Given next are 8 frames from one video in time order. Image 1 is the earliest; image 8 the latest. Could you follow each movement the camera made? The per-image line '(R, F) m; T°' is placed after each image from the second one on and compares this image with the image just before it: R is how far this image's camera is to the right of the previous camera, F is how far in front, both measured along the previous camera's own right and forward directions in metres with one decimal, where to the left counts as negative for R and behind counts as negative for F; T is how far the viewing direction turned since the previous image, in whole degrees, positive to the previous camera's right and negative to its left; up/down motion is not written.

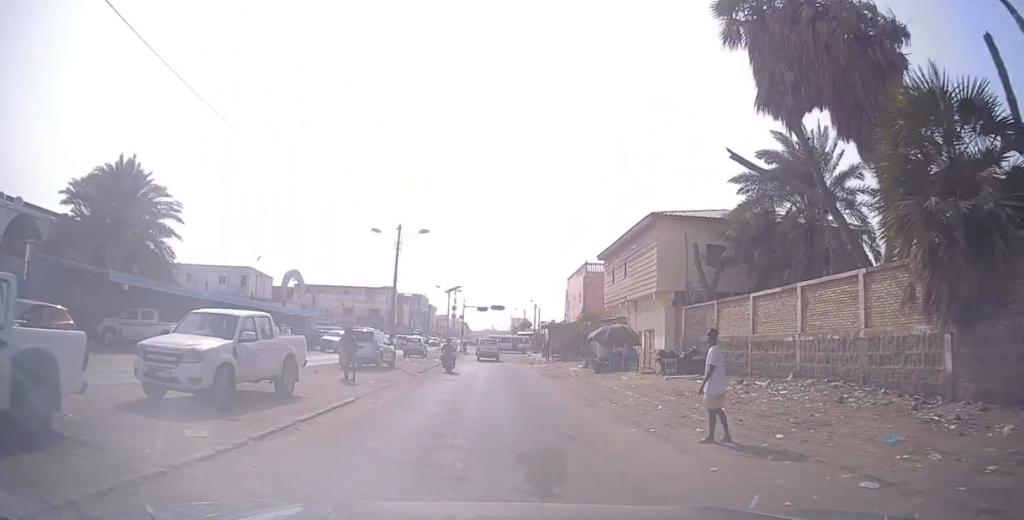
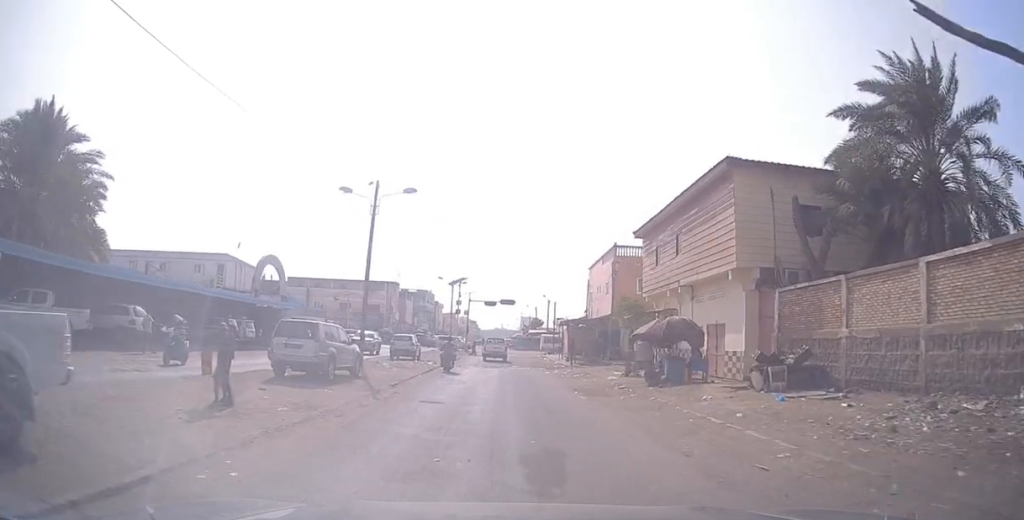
(+0.1, +7.8) m; +1°
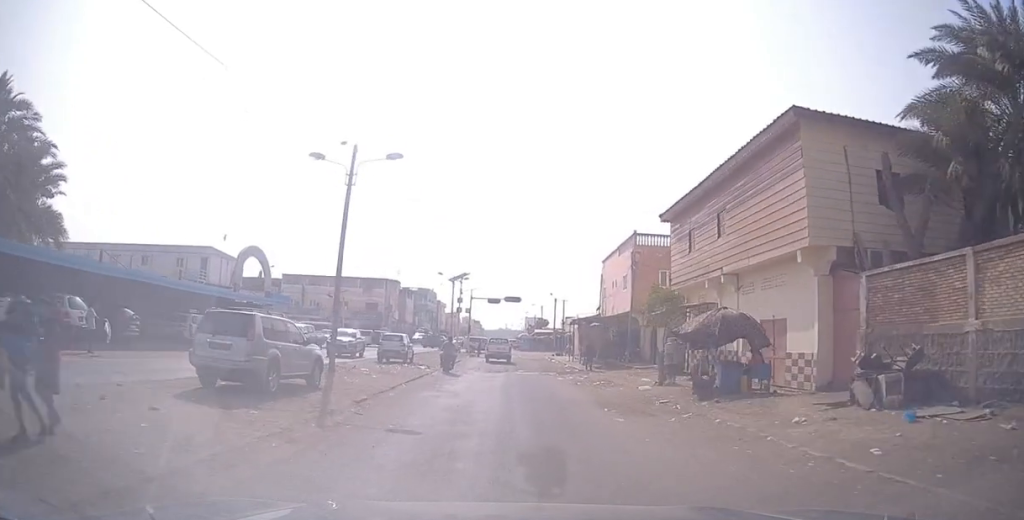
(0.0, +4.0) m; 0°
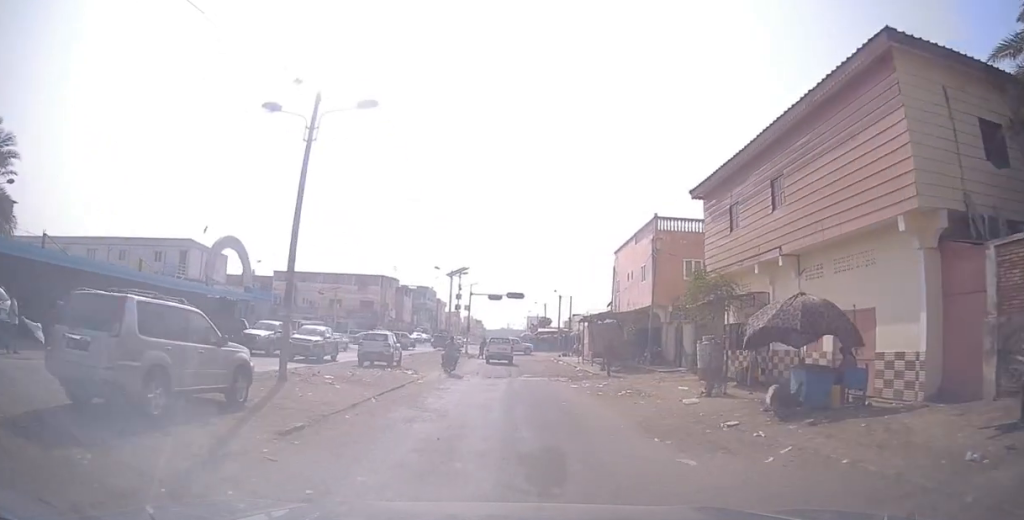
(0.0, +3.9) m; 0°
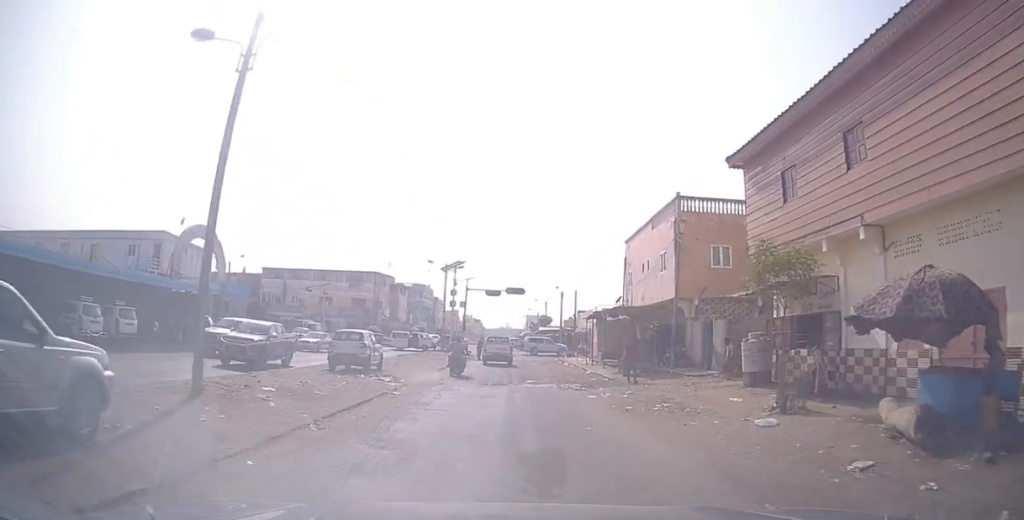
(0.0, +3.8) m; 0°
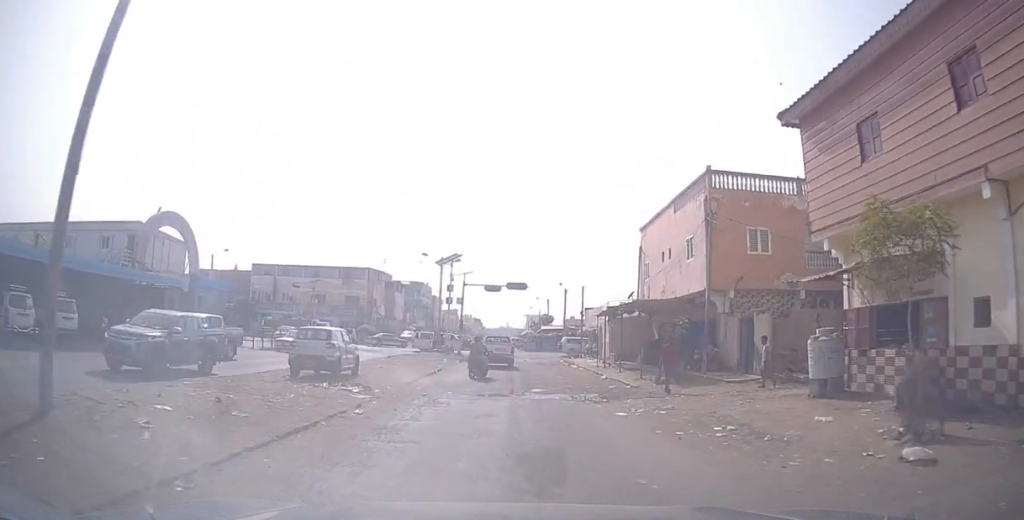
(0.0, +3.8) m; 0°
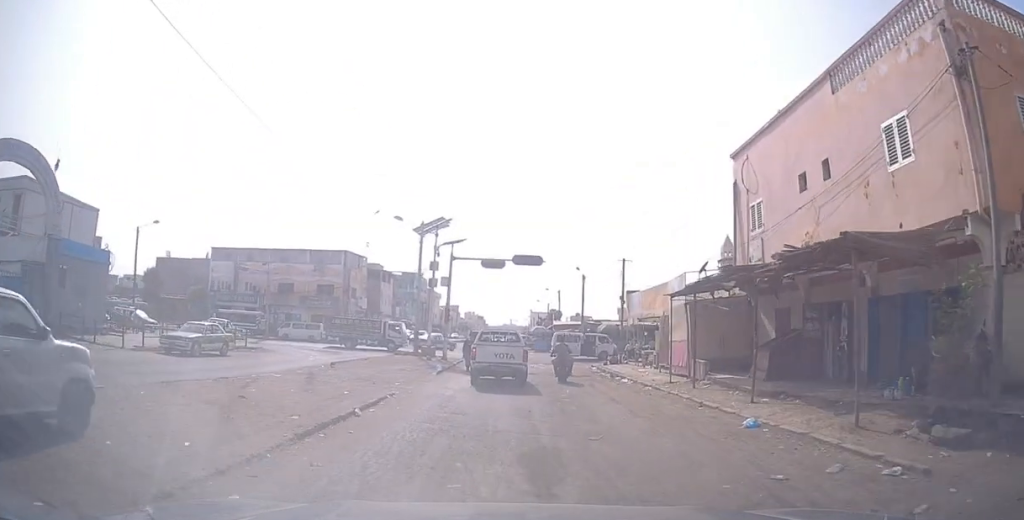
(-0.2, +14.8) m; -2°
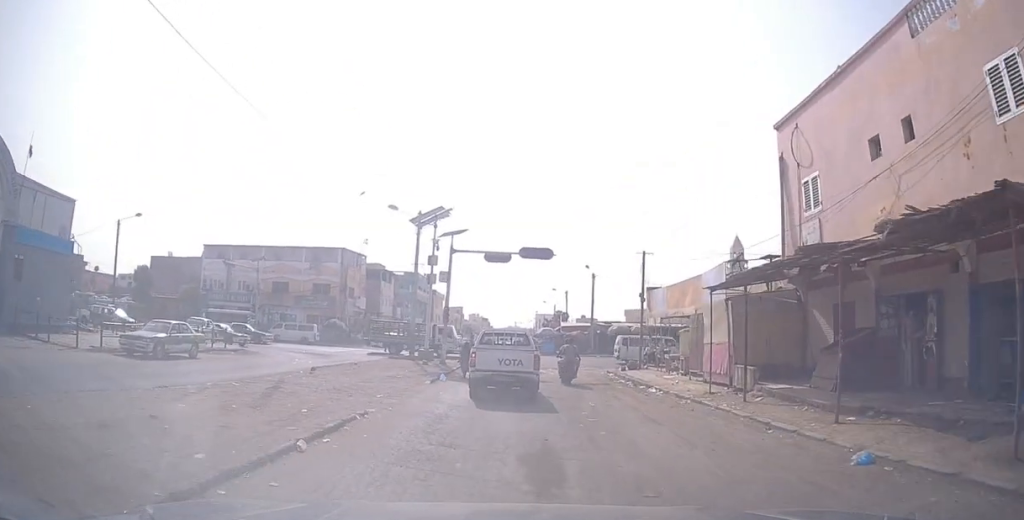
(0.0, +4.0) m; -1°
